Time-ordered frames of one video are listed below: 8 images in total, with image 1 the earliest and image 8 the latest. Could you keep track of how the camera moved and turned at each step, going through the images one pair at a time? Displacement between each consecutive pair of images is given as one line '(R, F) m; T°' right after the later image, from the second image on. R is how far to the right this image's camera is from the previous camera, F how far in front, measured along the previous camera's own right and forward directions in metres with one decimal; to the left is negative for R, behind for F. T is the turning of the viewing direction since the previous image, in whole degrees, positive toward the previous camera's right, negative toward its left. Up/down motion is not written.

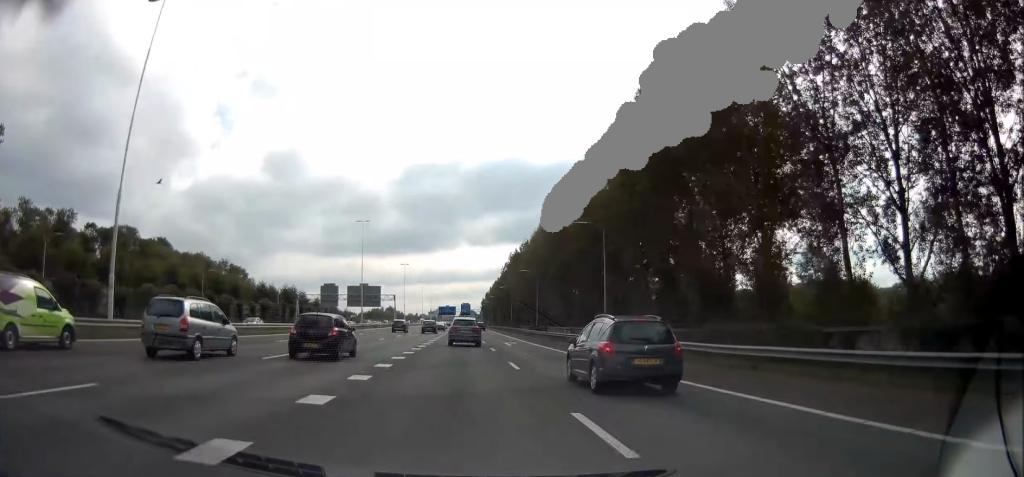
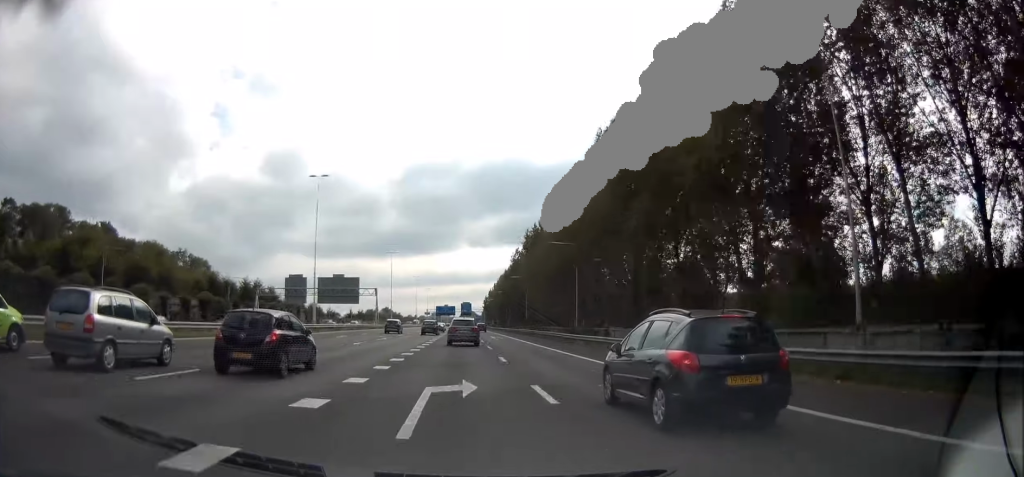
(0.0, +32.3) m; 0°
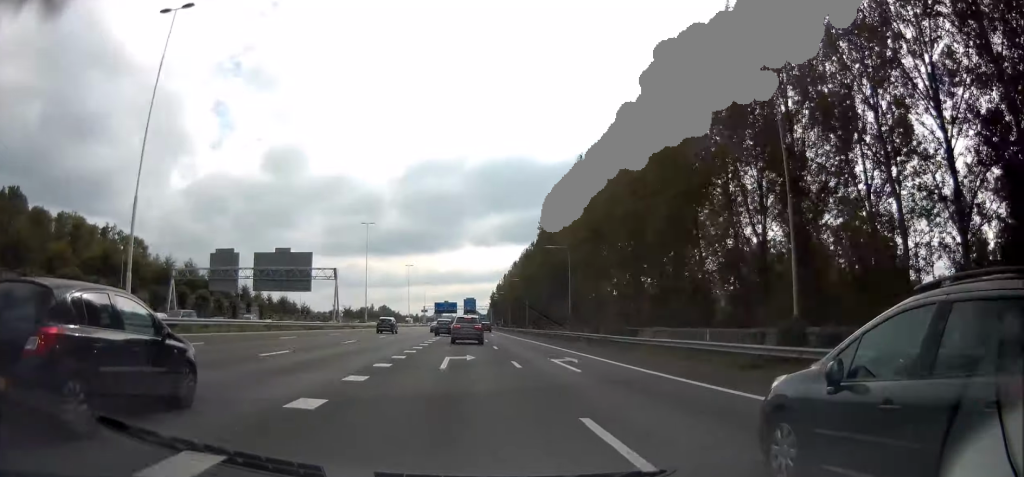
(-0.1, +40.5) m; 0°
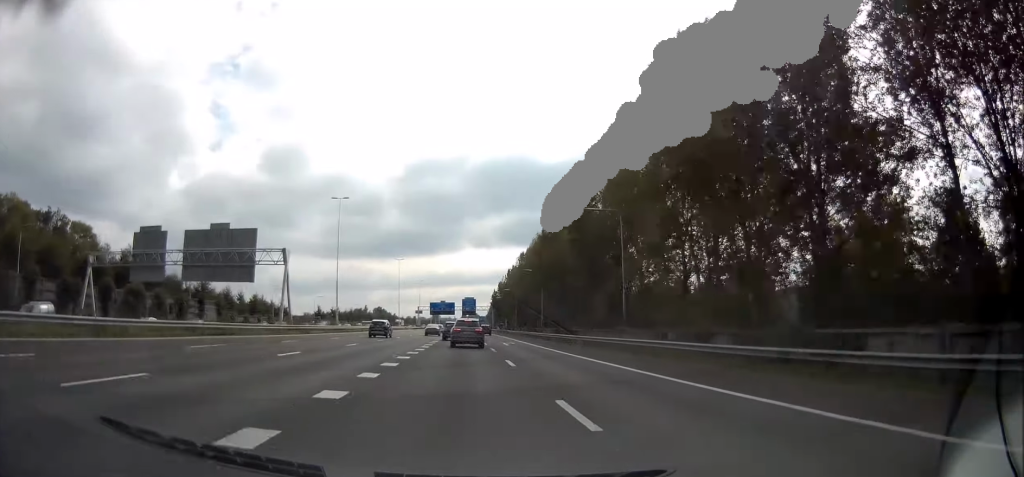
(0.0, +22.6) m; 0°
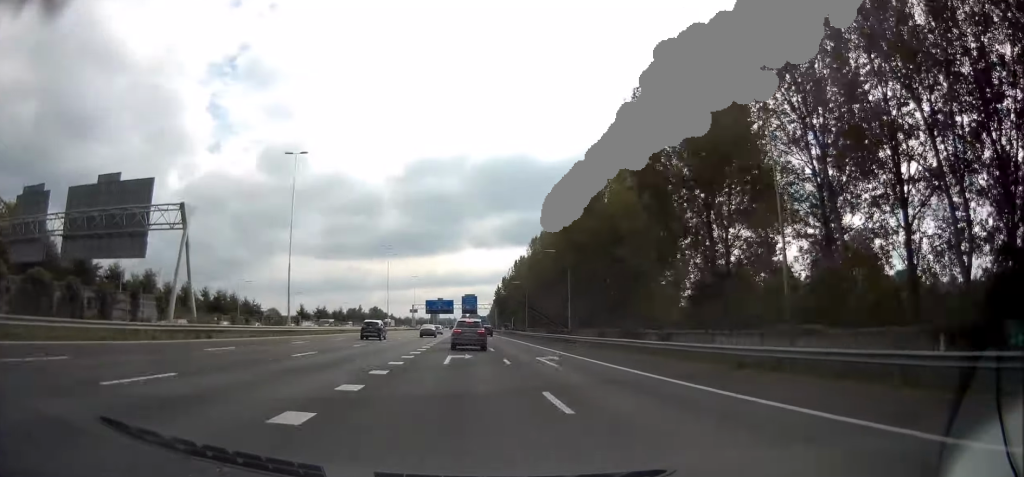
(0.0, +22.5) m; 0°
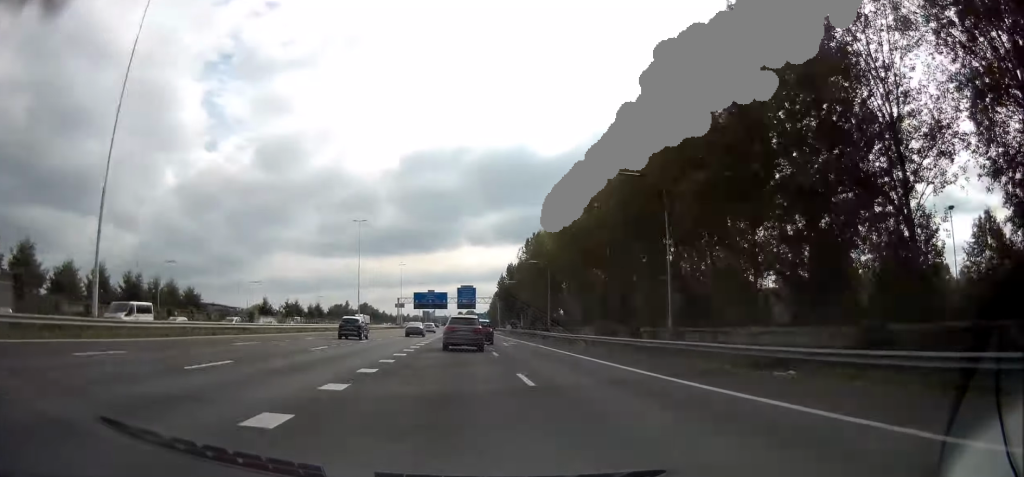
(0.0, +32.6) m; 0°
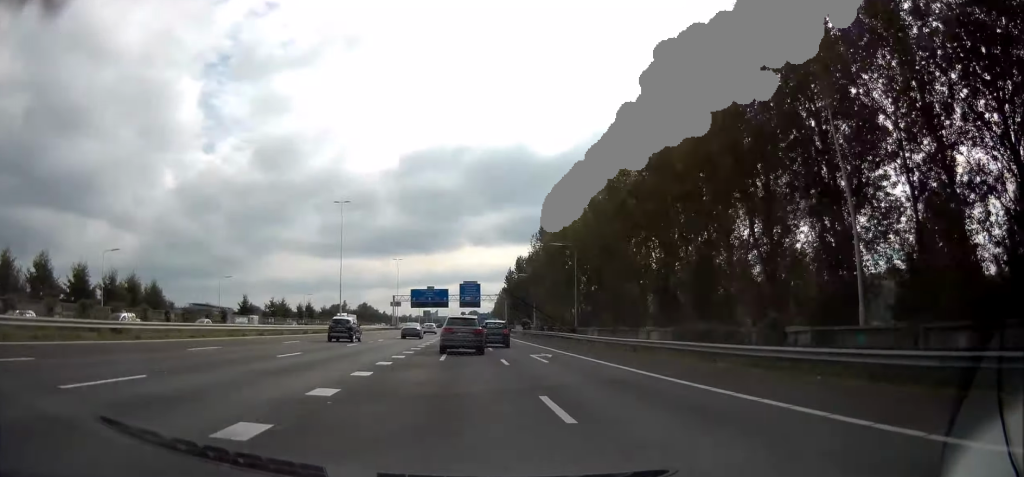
(0.0, +16.9) m; 0°
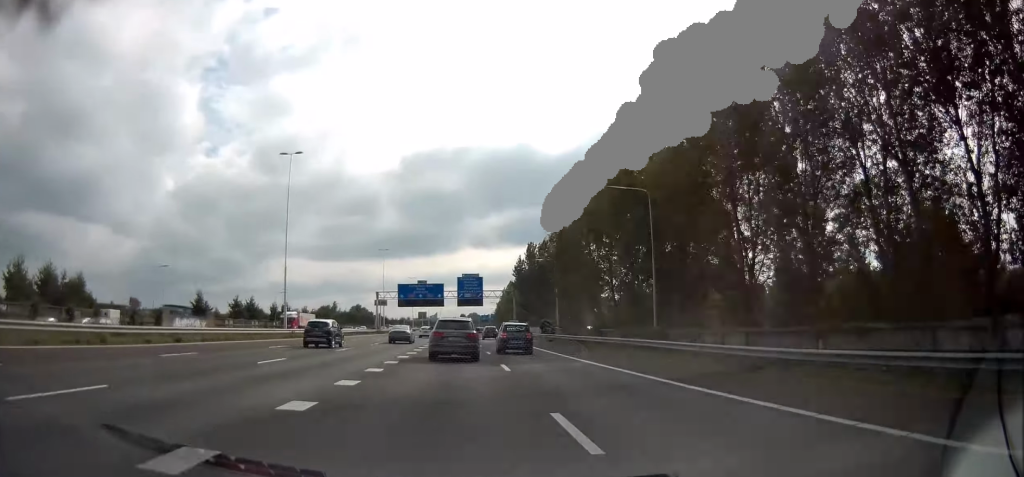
(0.0, +25.7) m; 0°
